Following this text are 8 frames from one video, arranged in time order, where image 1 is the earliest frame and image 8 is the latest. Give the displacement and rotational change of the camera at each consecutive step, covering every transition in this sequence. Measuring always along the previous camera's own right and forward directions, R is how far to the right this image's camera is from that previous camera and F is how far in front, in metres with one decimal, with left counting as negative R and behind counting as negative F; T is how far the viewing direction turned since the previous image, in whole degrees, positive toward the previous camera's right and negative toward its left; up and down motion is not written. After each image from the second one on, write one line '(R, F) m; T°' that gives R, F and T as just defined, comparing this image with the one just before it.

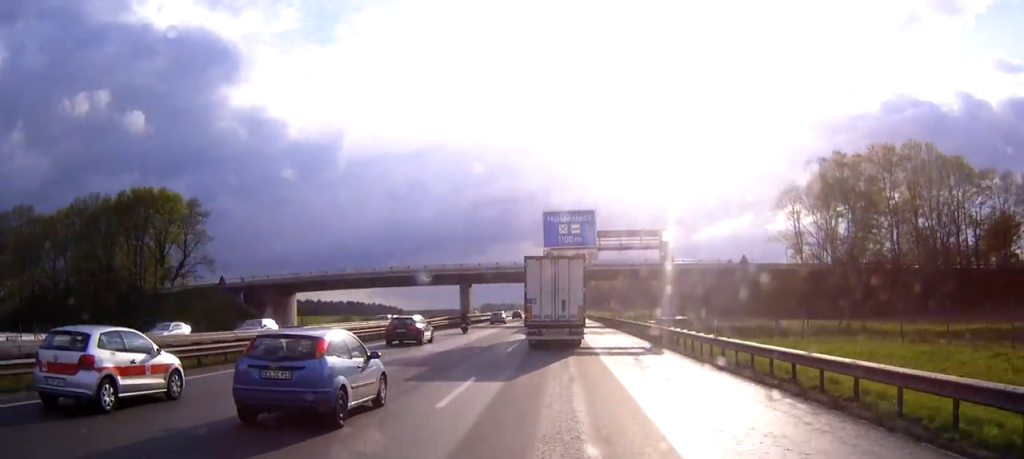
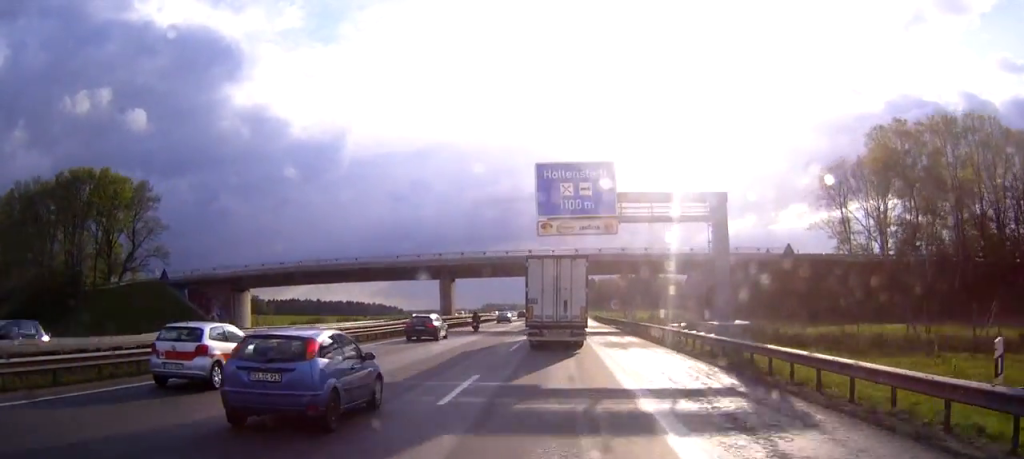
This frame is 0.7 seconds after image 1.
(-0.1, +17.5) m; 0°
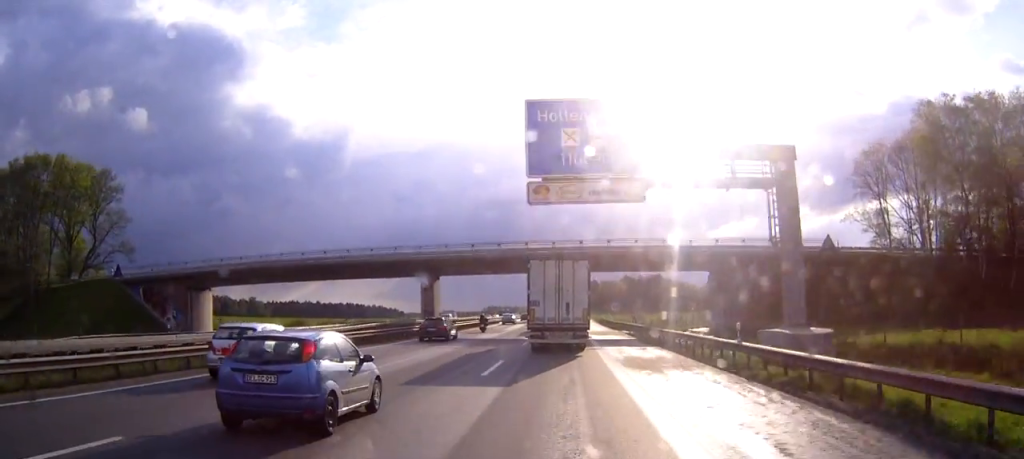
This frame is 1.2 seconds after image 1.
(0.0, +11.1) m; 0°
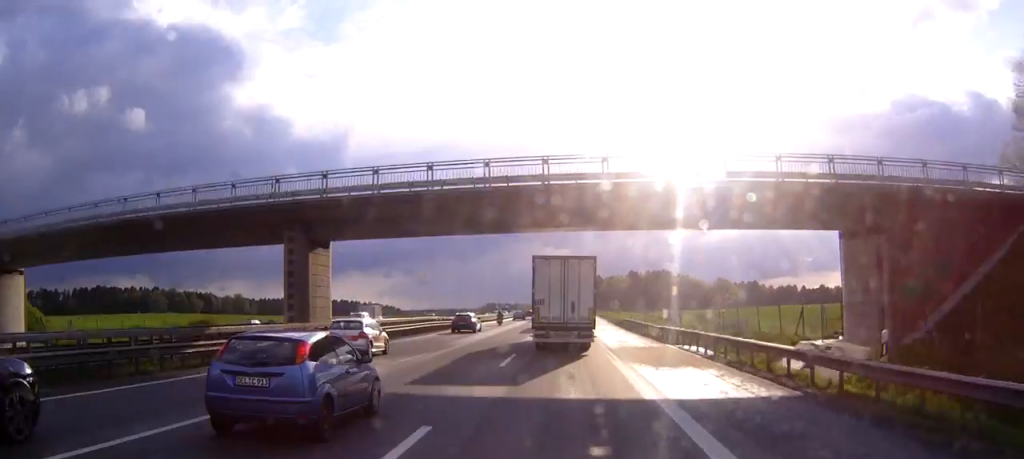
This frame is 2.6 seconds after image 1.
(-0.2, +33.2) m; 0°
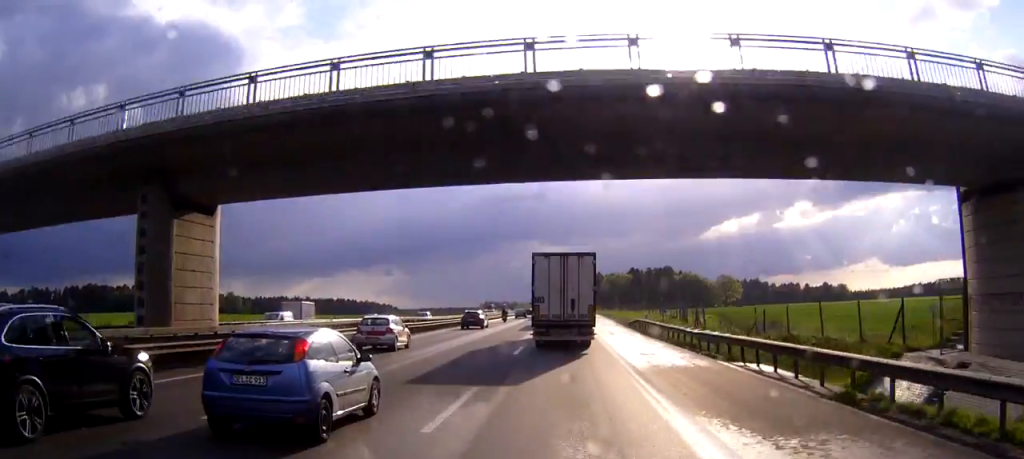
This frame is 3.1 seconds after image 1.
(0.0, +12.6) m; 0°
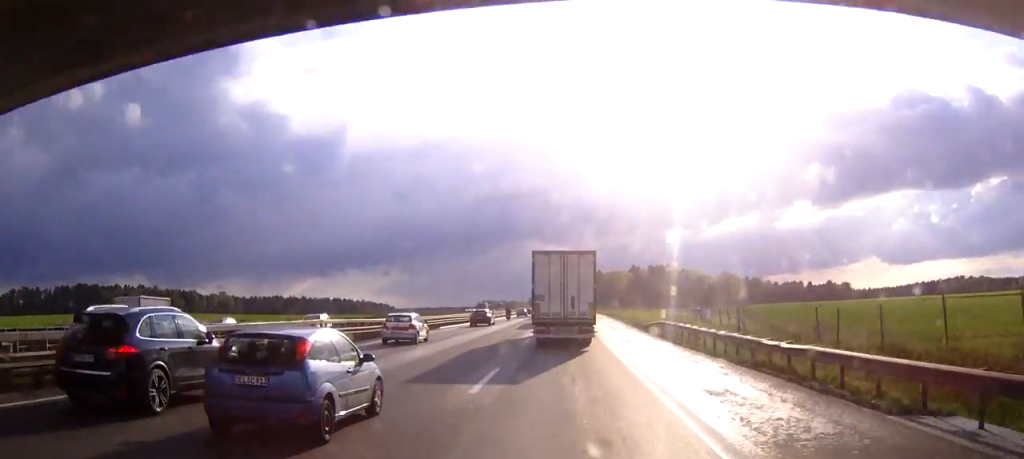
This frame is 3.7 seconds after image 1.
(0.0, +13.3) m; 0°
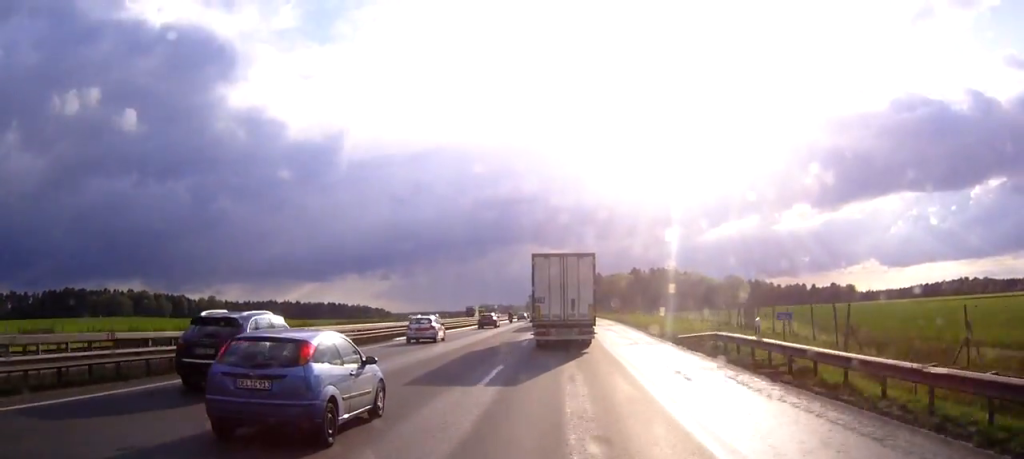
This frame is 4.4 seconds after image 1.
(0.0, +16.4) m; 0°
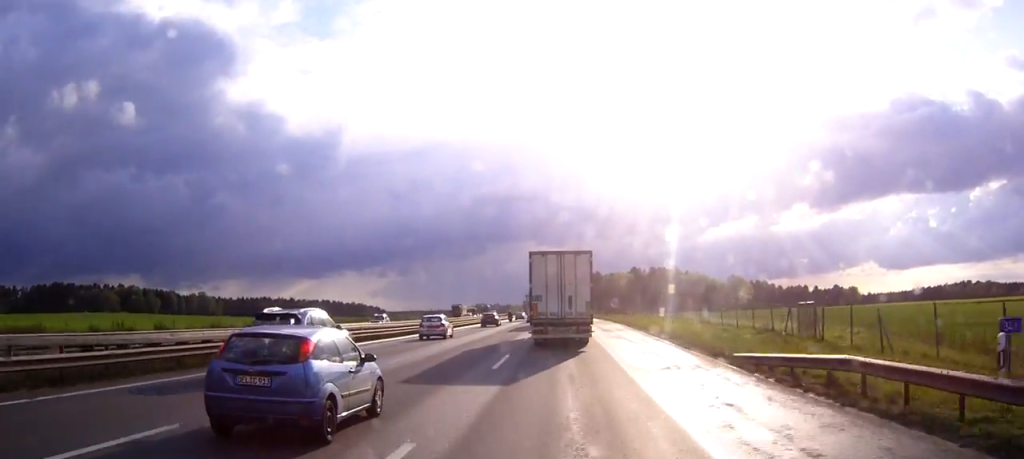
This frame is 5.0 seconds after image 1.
(0.0, +13.2) m; 0°
